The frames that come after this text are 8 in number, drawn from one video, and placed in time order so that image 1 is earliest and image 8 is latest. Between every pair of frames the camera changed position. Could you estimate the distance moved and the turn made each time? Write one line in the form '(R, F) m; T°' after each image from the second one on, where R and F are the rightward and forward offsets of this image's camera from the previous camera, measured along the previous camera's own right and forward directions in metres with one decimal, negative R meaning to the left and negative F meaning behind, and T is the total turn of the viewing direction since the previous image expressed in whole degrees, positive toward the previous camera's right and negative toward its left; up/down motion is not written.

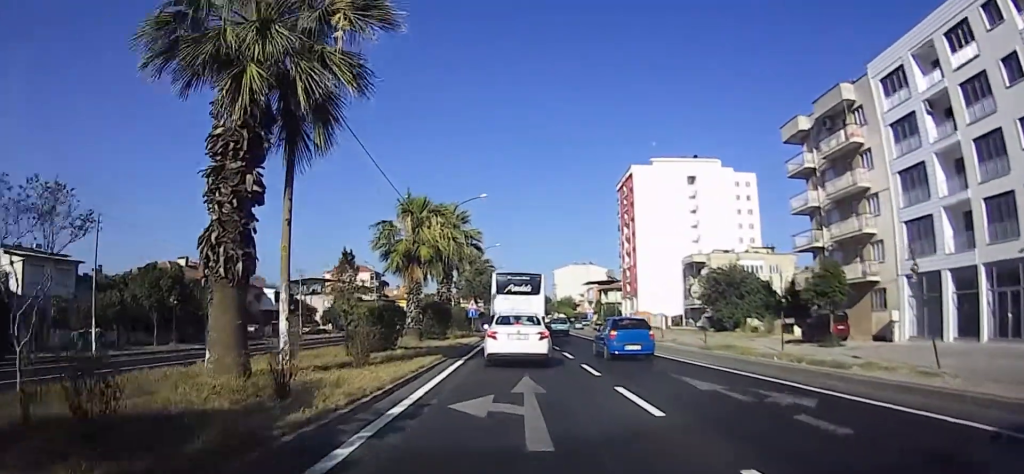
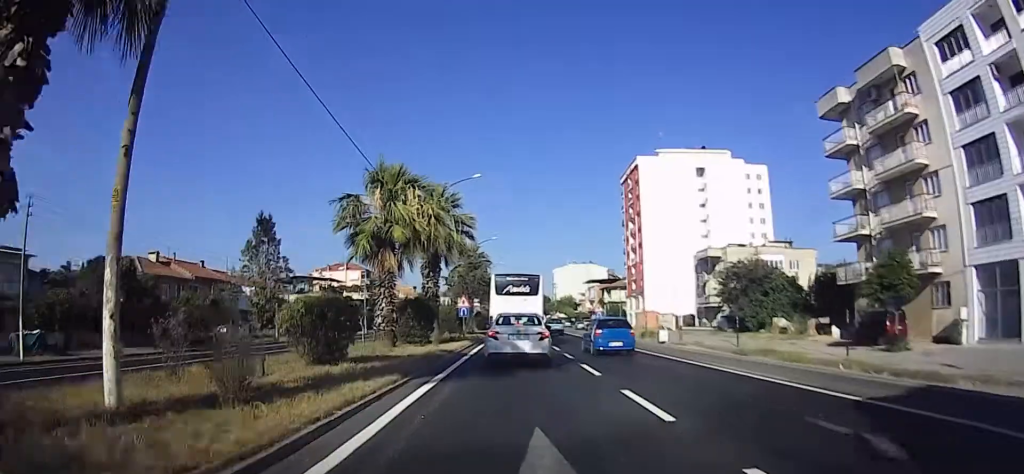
(0.0, +7.1) m; 0°
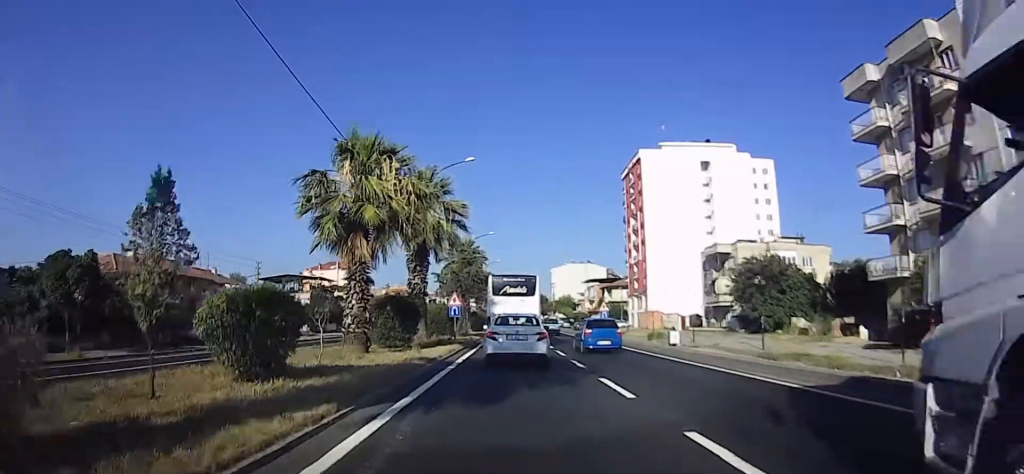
(0.0, +4.6) m; 0°
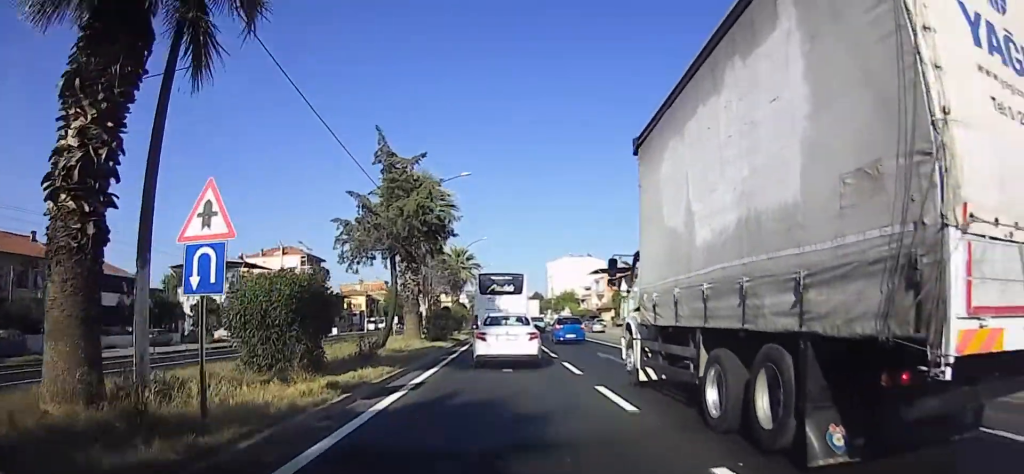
(0.0, +28.7) m; +1°
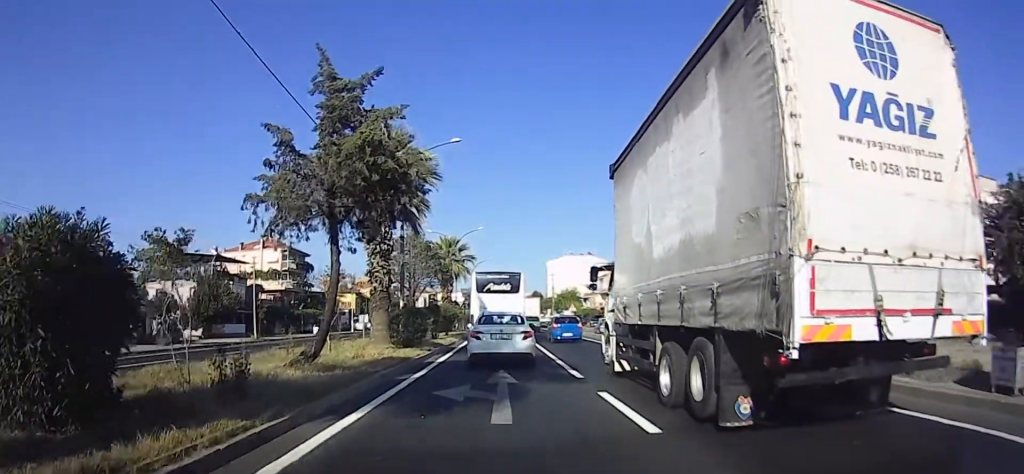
(+0.1, +7.8) m; +1°
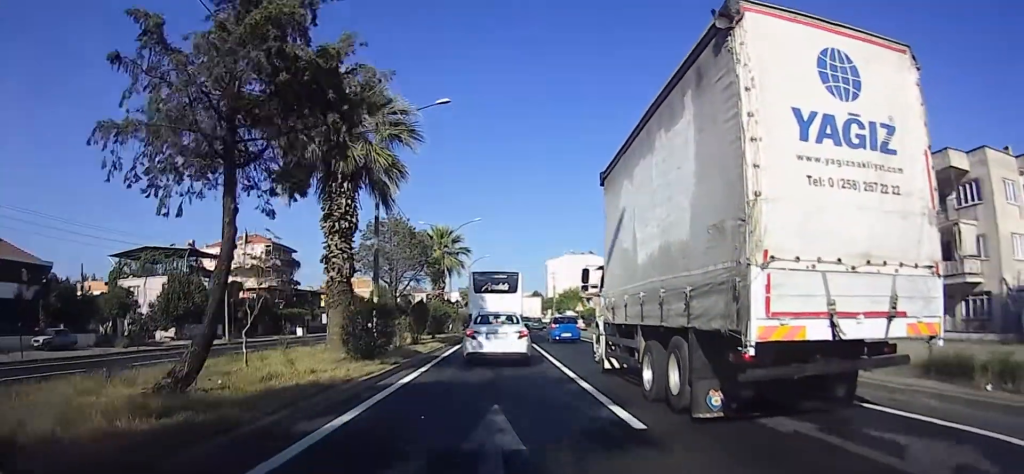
(0.0, +6.3) m; 0°
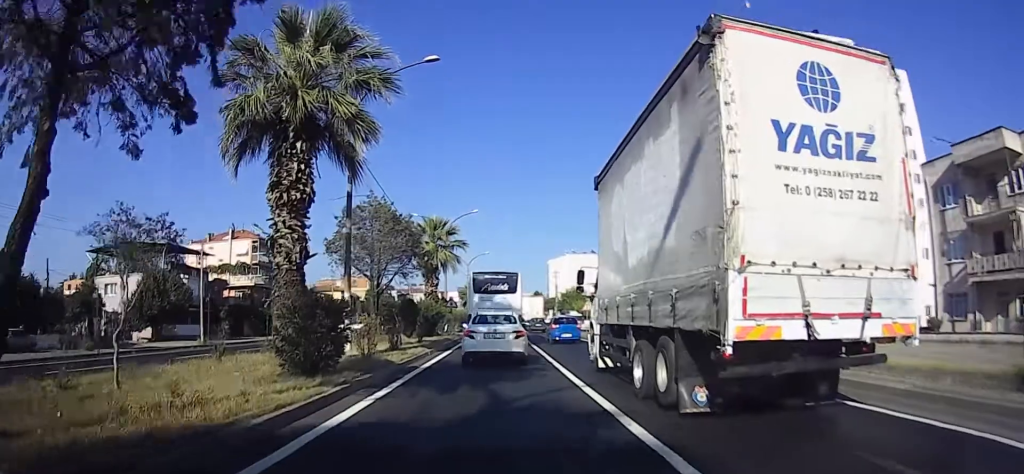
(0.0, +4.9) m; 0°
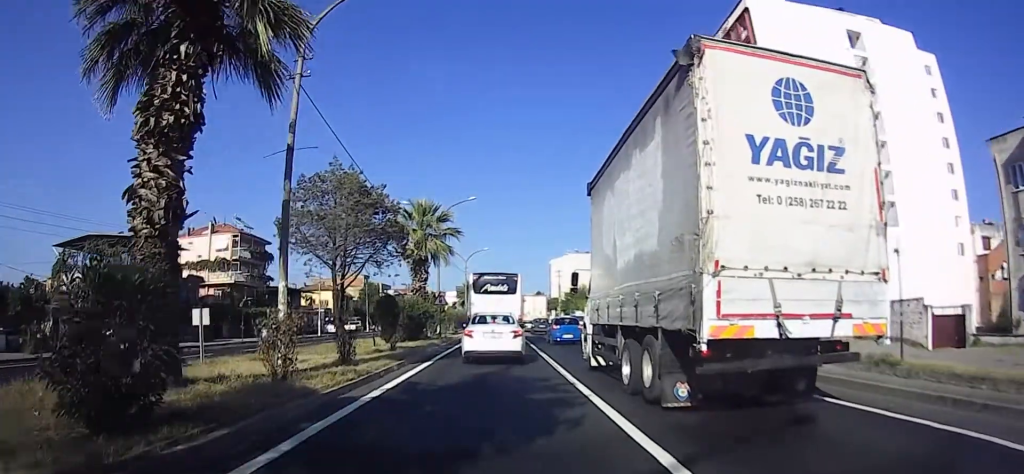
(0.0, +6.3) m; 0°
